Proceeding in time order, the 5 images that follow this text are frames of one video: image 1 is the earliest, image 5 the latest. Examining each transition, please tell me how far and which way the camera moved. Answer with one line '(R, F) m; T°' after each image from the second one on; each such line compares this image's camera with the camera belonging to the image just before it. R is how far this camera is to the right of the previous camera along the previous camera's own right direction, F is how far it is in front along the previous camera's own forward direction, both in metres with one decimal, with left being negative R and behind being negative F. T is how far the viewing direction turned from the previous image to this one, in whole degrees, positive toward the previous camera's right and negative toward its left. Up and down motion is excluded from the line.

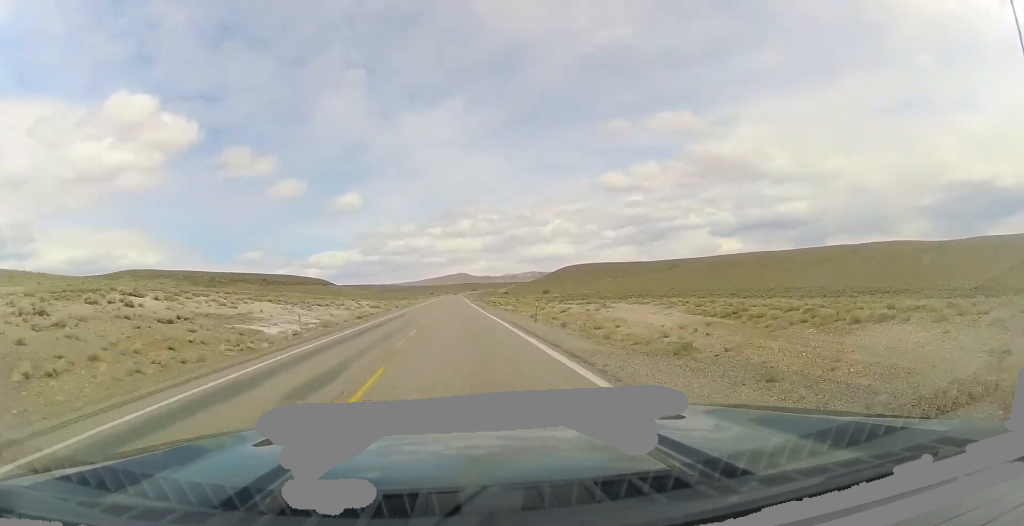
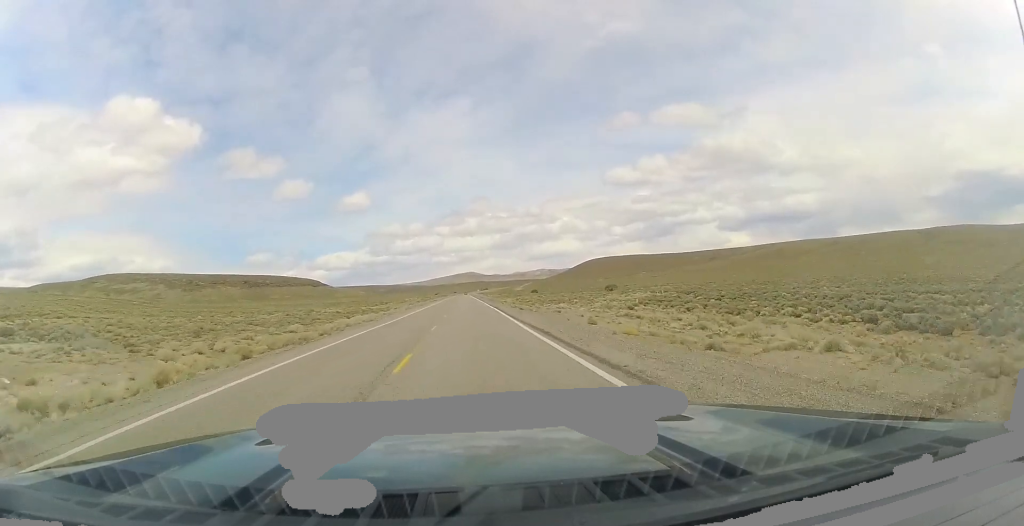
(-5.0, +126.5) m; -2°
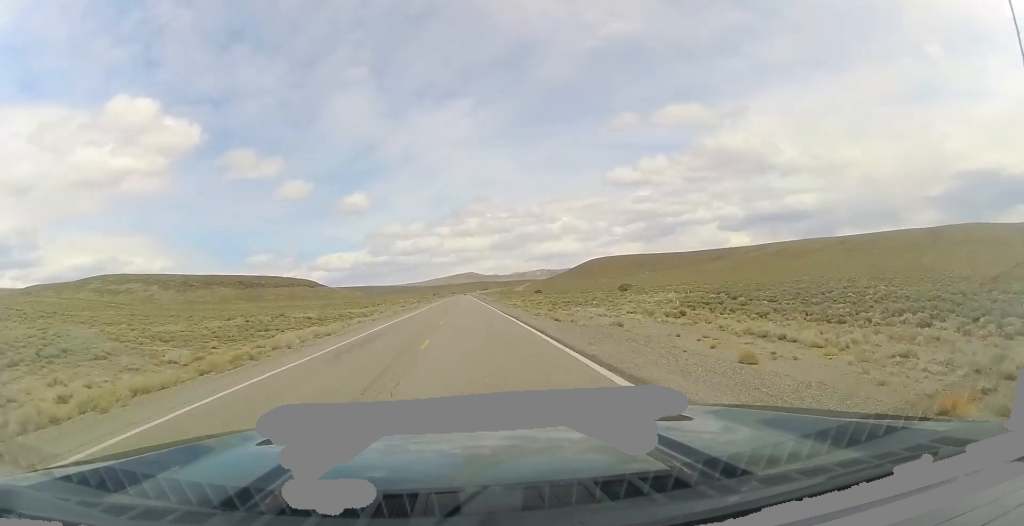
(+0.1, +19.1) m; 0°
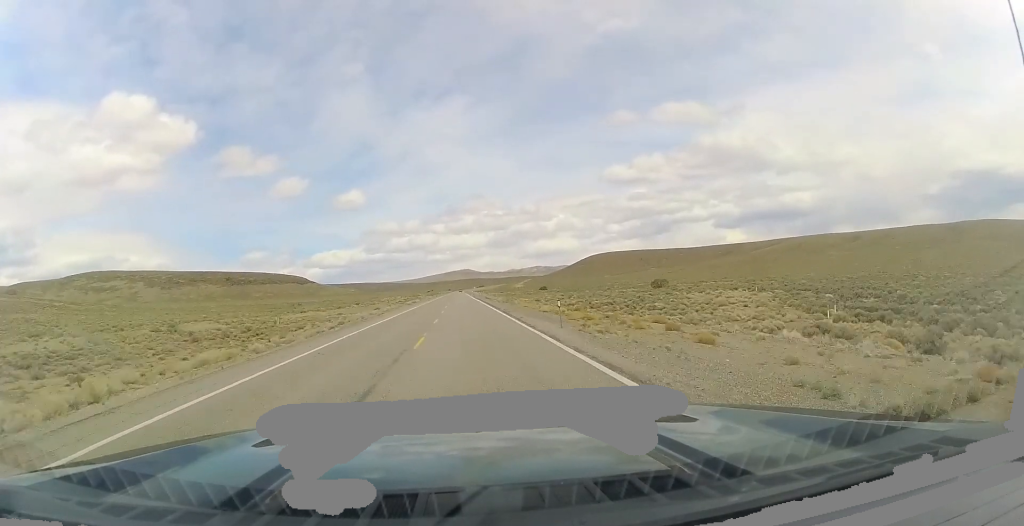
(+0.1, +38.3) m; 0°
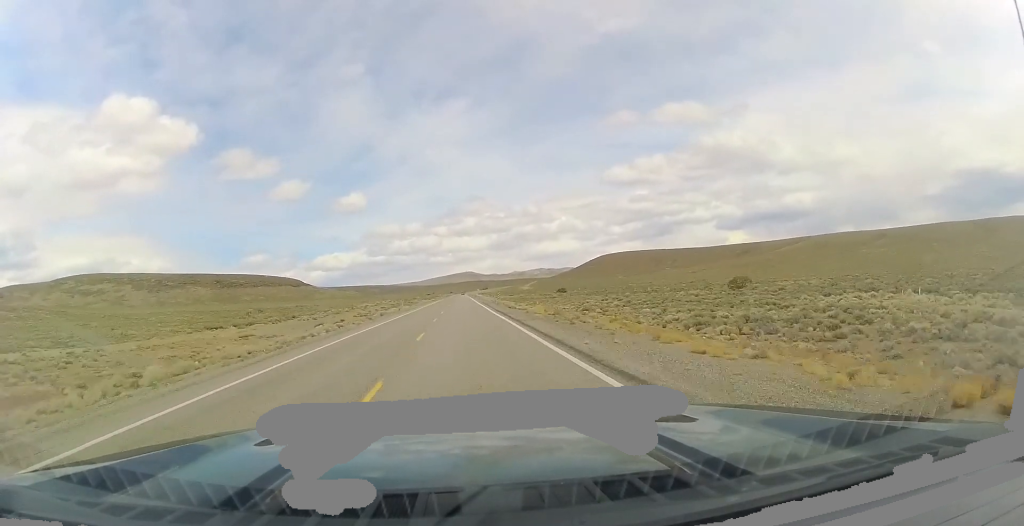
(+0.1, +45.2) m; 0°
